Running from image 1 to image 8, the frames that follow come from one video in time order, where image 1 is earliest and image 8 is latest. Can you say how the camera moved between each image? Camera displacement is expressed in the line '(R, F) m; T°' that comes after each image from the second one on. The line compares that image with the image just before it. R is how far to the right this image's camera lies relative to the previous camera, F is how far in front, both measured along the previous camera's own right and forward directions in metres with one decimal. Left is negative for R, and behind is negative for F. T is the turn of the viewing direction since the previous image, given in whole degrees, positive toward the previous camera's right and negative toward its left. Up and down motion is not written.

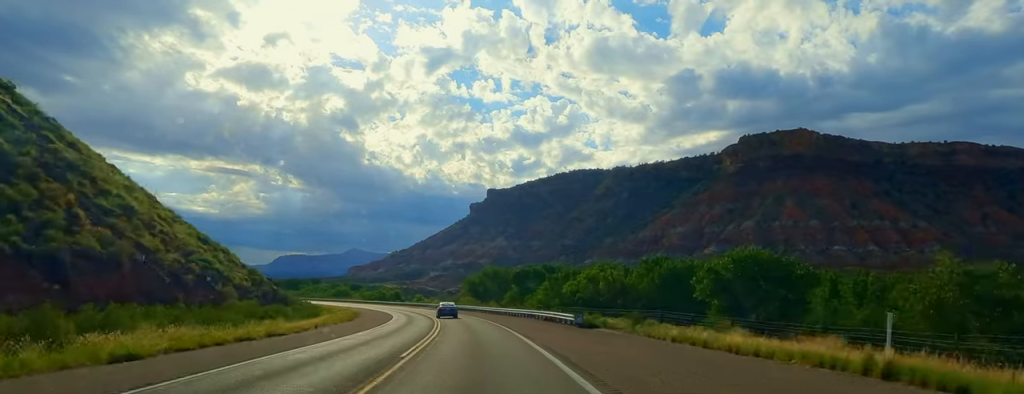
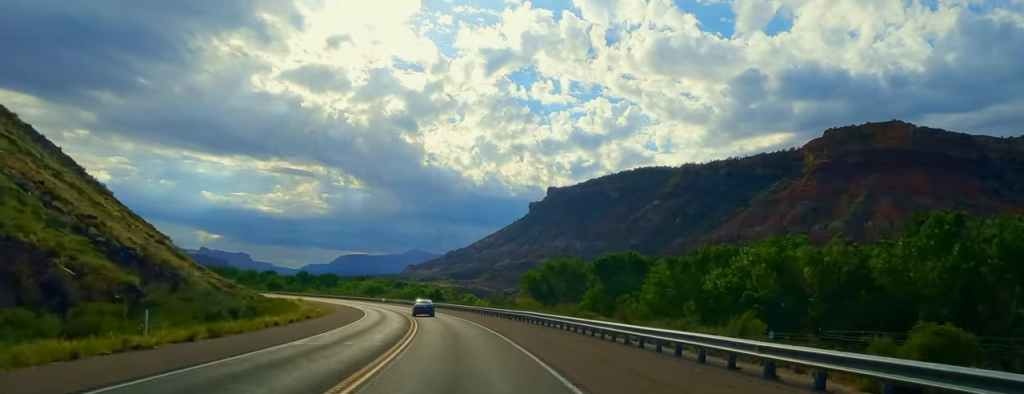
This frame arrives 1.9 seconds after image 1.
(-2.5, +55.2) m; -6°
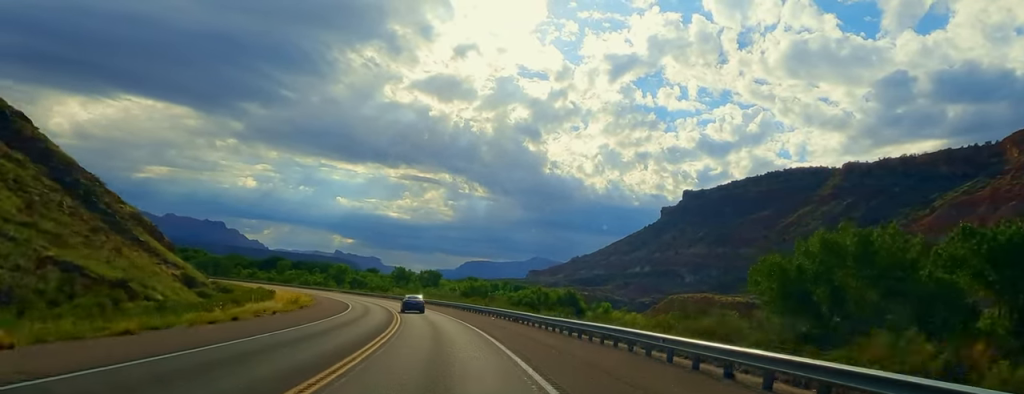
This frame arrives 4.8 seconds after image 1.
(-7.8, +84.7) m; -11°
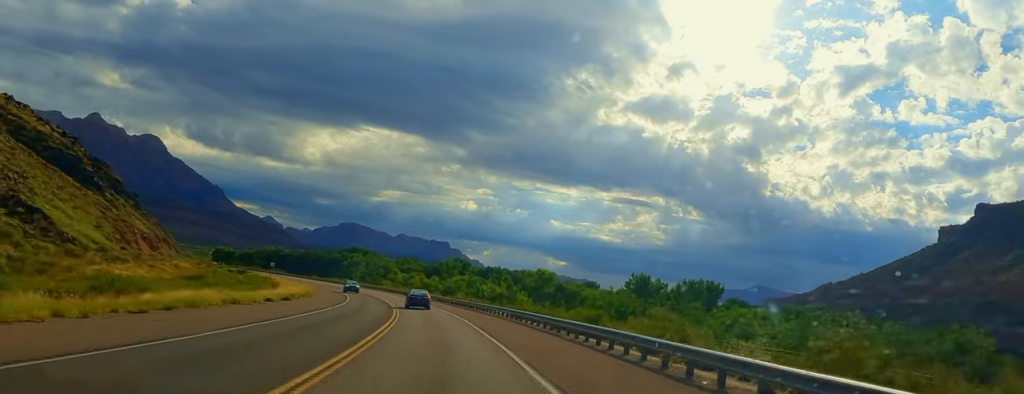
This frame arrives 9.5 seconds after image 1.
(-18.4, +132.3) m; -17°
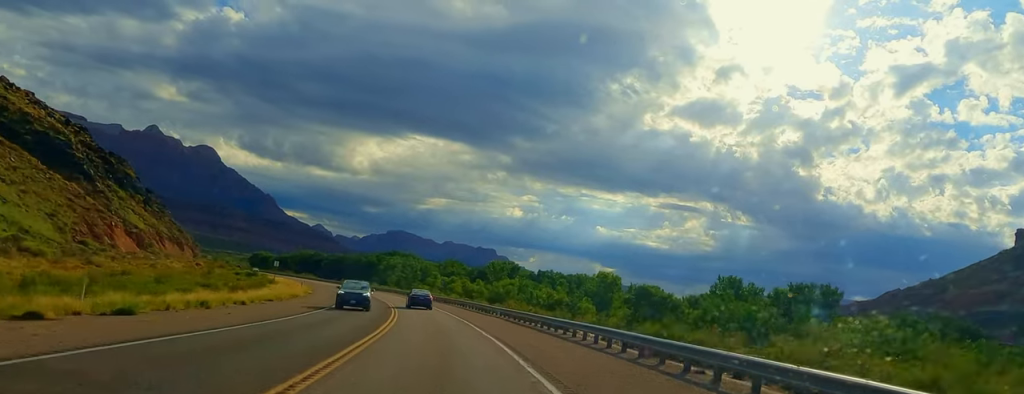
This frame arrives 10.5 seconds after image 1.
(-0.7, +29.6) m; -4°
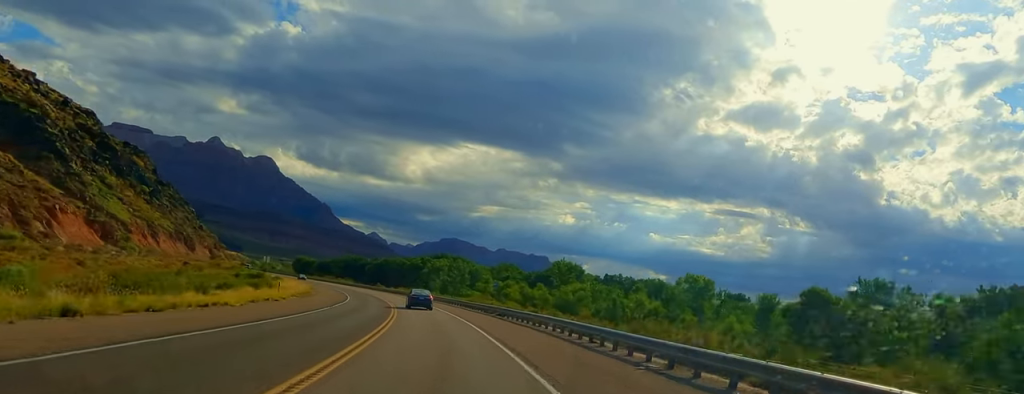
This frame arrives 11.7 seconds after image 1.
(-1.6, +32.5) m; -4°
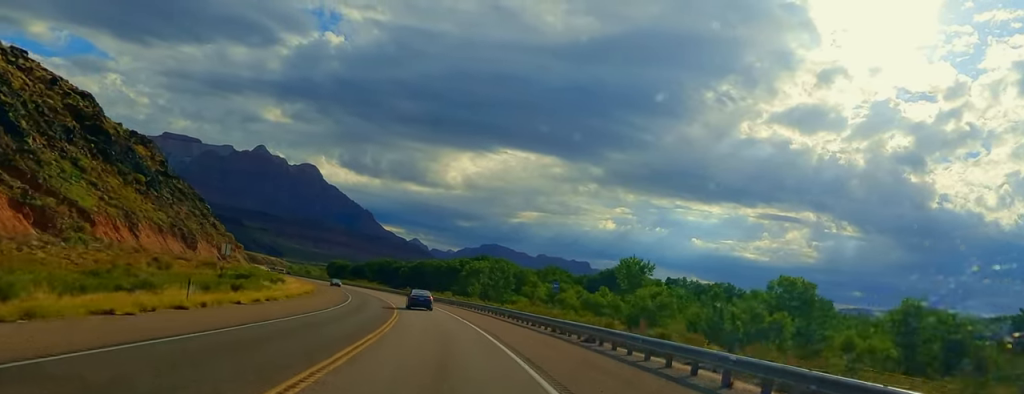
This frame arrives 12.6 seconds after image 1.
(+0.1, +25.9) m; -3°
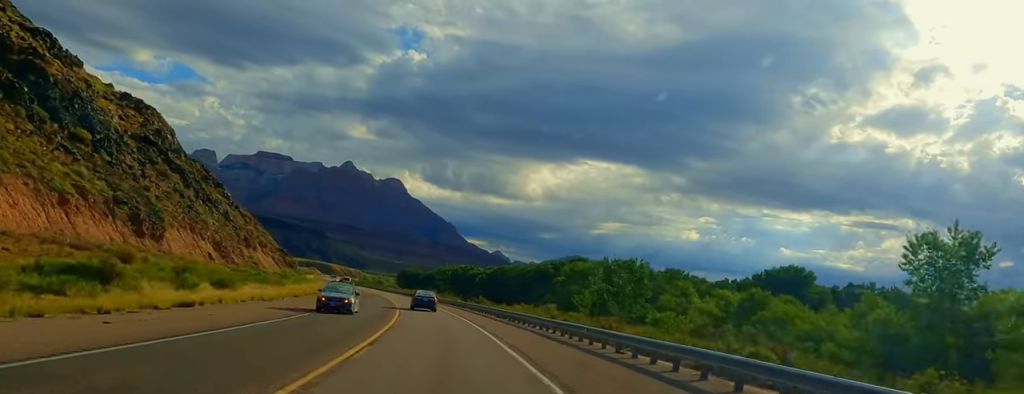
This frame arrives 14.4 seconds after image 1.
(-3.0, +53.5) m; -6°
